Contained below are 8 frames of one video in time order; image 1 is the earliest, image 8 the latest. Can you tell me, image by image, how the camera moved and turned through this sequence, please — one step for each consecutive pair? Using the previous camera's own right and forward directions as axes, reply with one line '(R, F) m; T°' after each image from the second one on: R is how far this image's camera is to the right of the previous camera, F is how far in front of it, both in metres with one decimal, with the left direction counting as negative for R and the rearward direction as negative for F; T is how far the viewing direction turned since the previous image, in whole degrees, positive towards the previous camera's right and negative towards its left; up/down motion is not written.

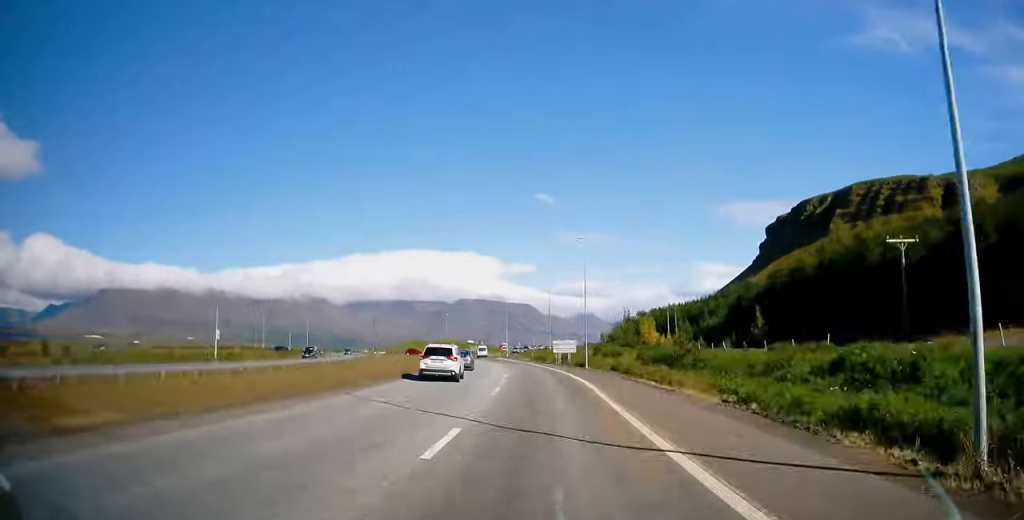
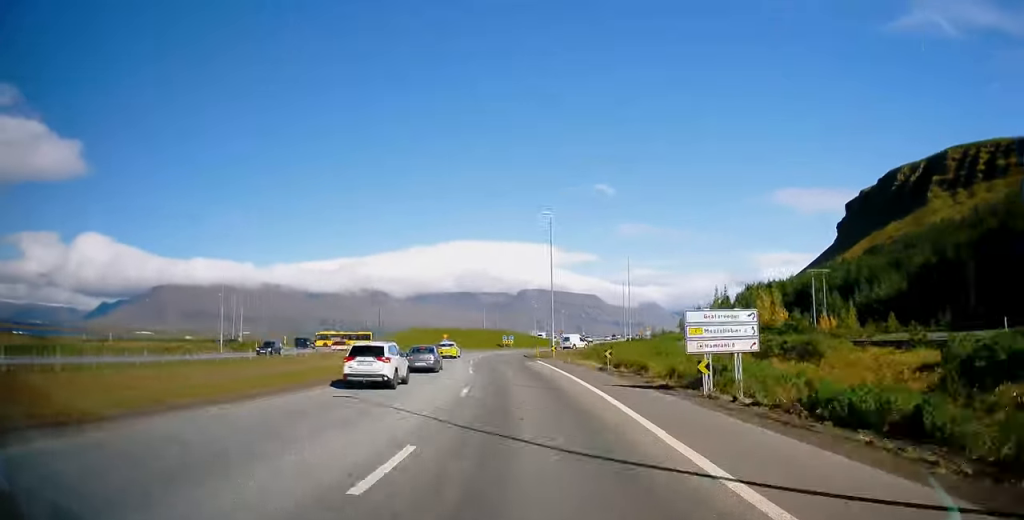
(-1.4, +40.5) m; -2°
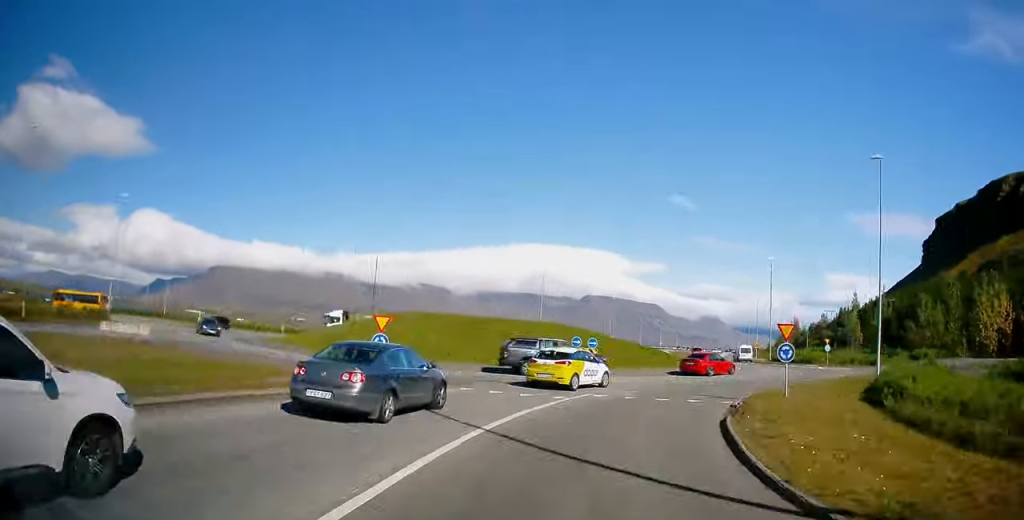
(-0.5, +32.1) m; +5°
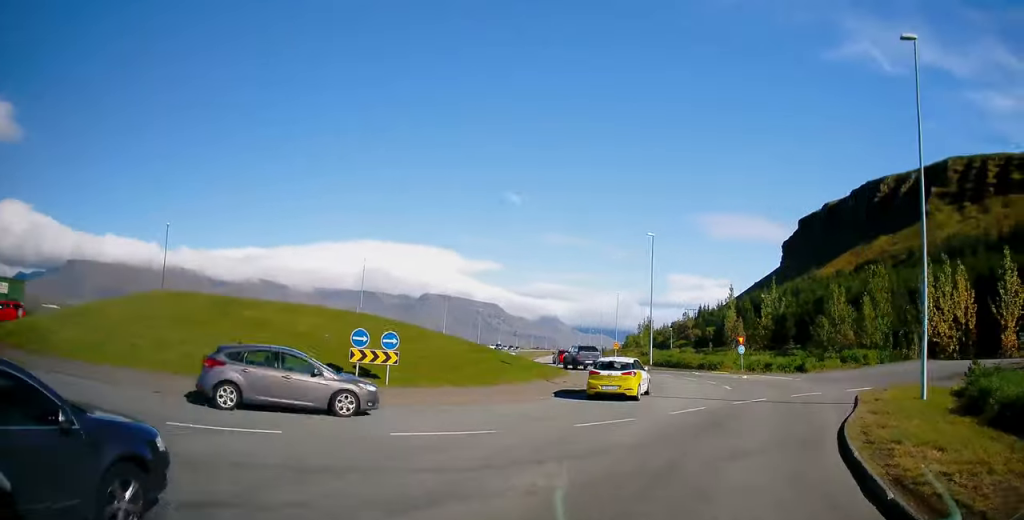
(+2.5, +26.8) m; +7°
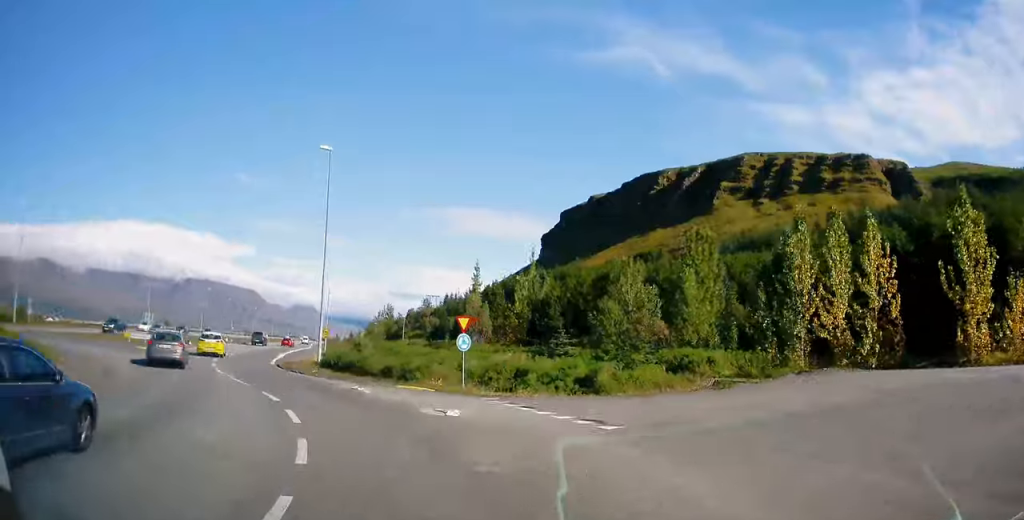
(+0.9, +31.5) m; 0°
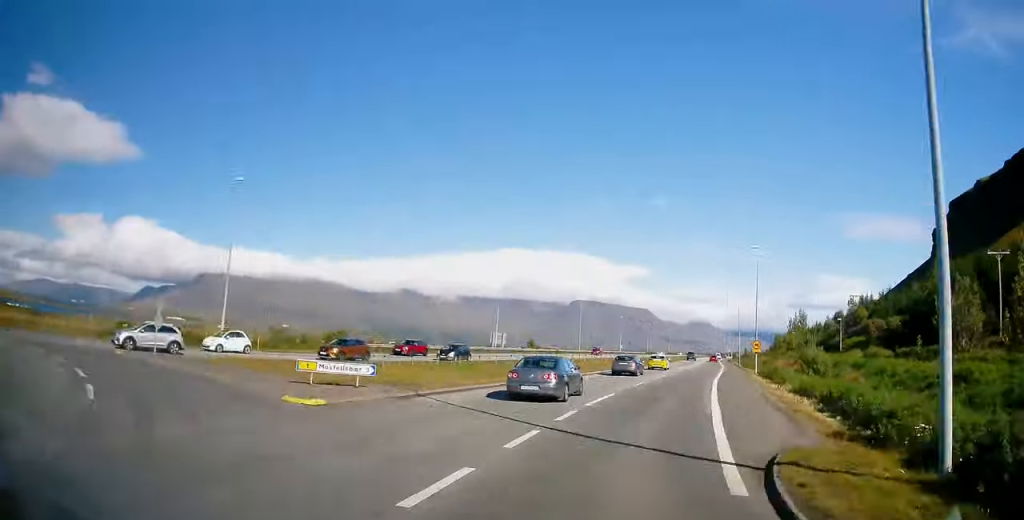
(-1.0, +30.0) m; -1°
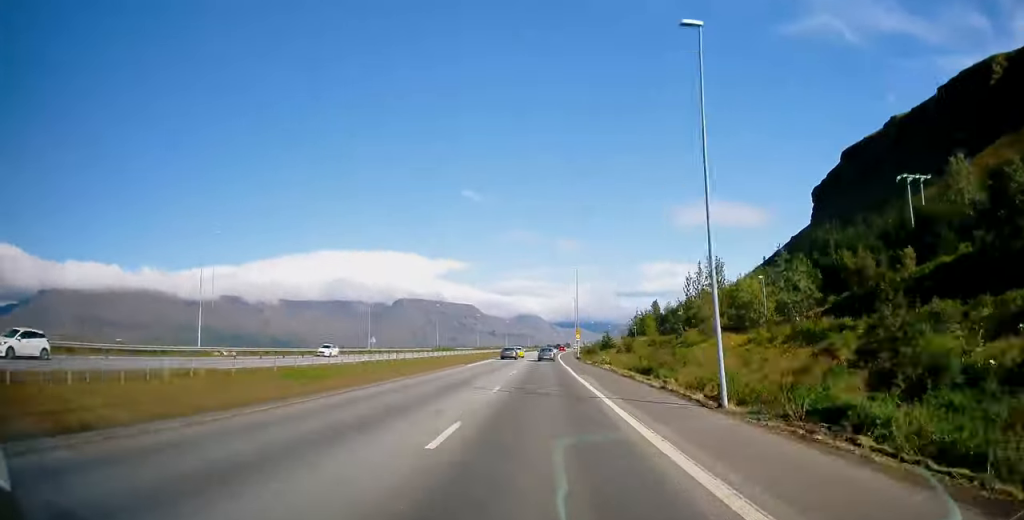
(+1.5, +70.3) m; +2°
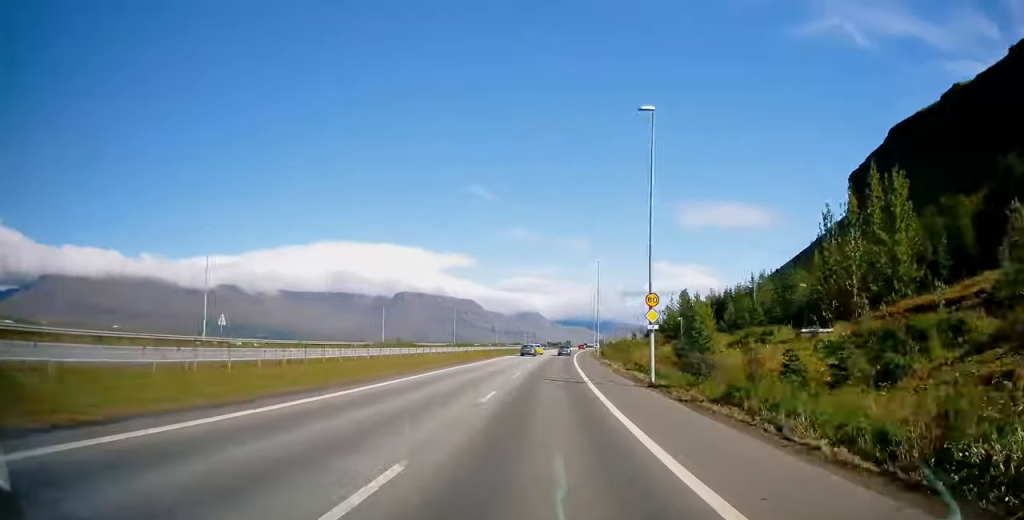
(+0.1, +33.0) m; +1°
